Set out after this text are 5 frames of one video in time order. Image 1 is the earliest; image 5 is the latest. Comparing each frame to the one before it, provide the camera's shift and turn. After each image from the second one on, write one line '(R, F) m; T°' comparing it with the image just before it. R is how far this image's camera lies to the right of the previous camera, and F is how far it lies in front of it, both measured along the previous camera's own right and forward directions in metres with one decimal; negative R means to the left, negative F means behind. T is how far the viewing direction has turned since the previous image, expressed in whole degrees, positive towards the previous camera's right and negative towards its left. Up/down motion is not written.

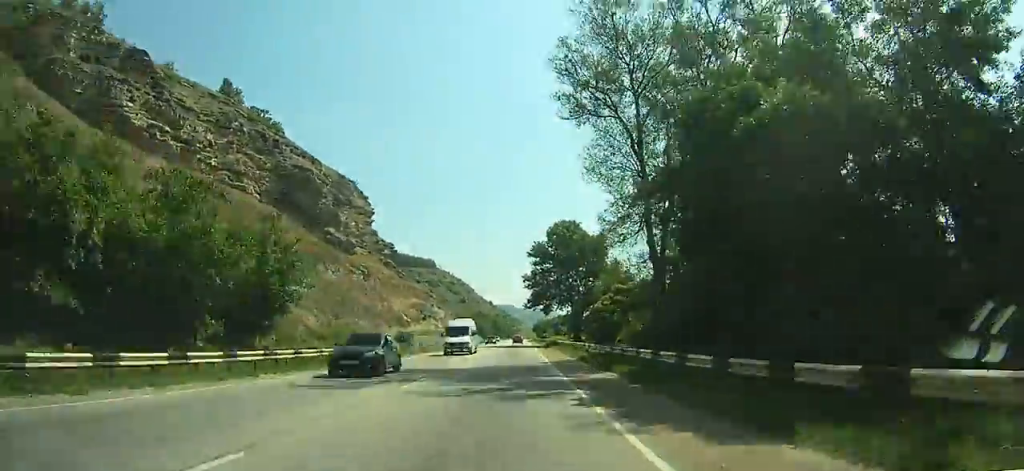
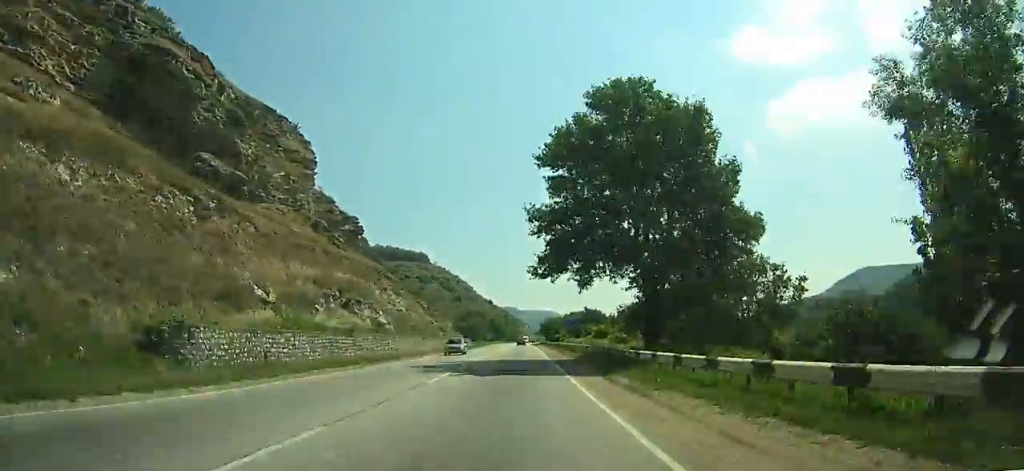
(-0.1, +41.9) m; 0°
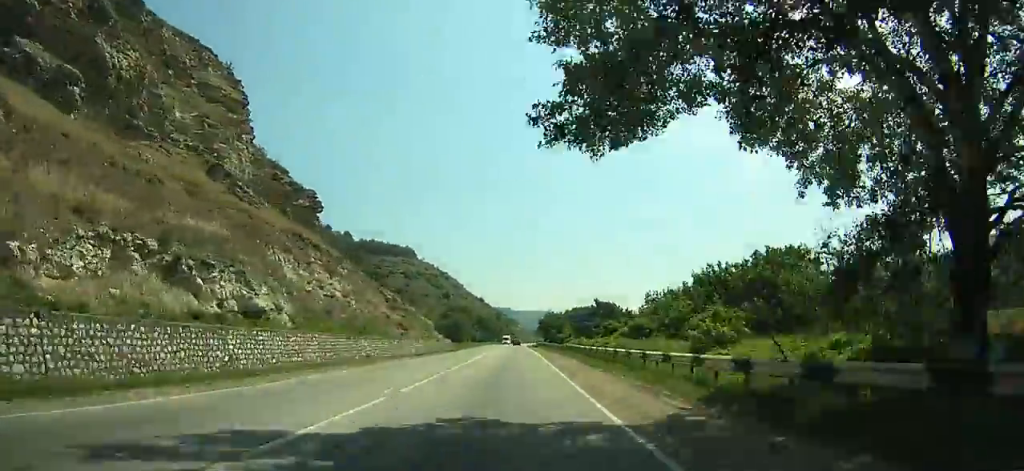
(0.0, +24.6) m; 0°
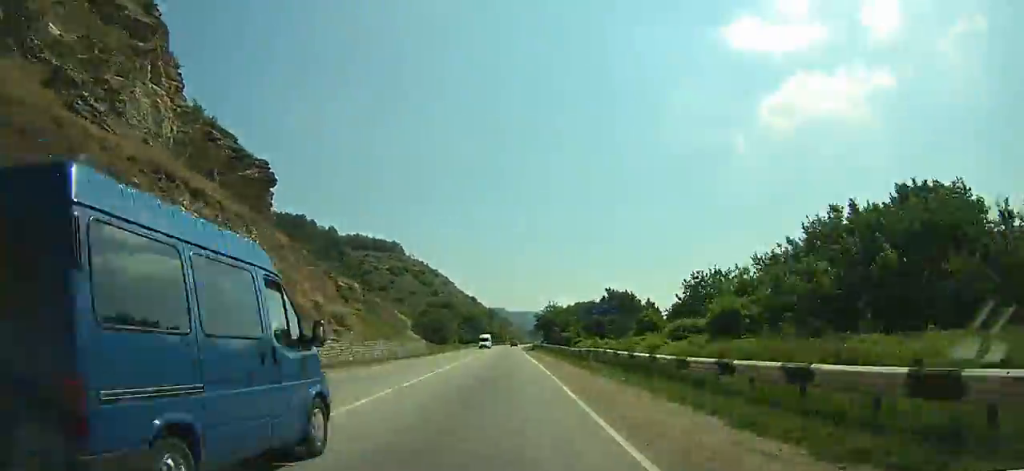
(0.0, +21.0) m; 0°
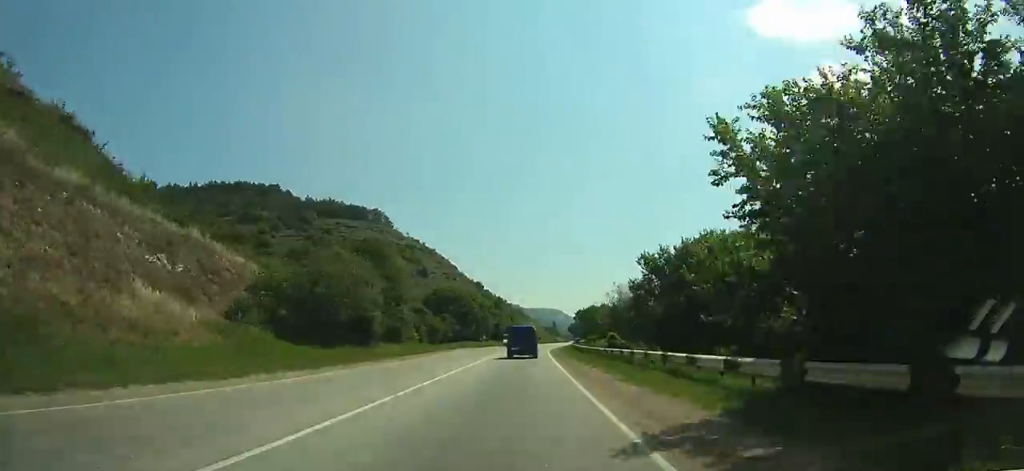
(0.0, +74.5) m; 0°
